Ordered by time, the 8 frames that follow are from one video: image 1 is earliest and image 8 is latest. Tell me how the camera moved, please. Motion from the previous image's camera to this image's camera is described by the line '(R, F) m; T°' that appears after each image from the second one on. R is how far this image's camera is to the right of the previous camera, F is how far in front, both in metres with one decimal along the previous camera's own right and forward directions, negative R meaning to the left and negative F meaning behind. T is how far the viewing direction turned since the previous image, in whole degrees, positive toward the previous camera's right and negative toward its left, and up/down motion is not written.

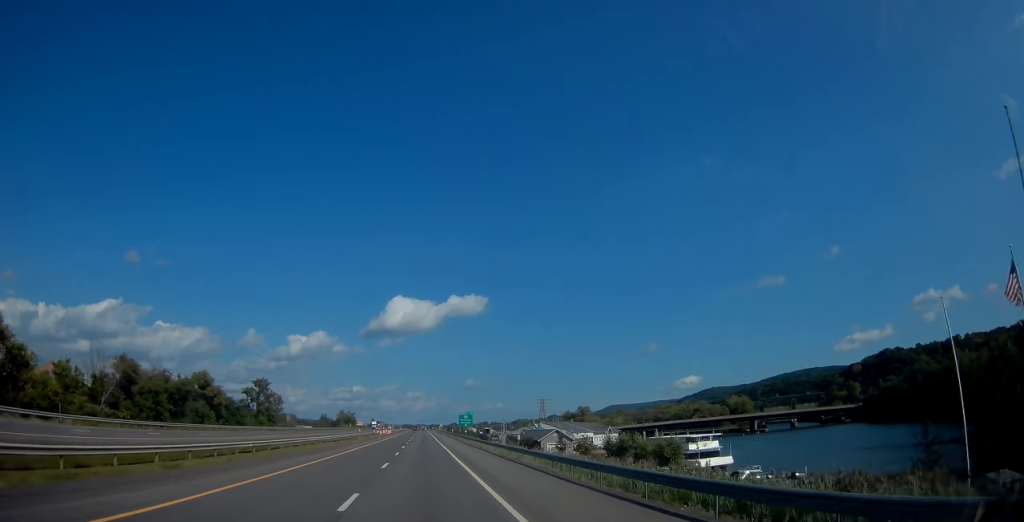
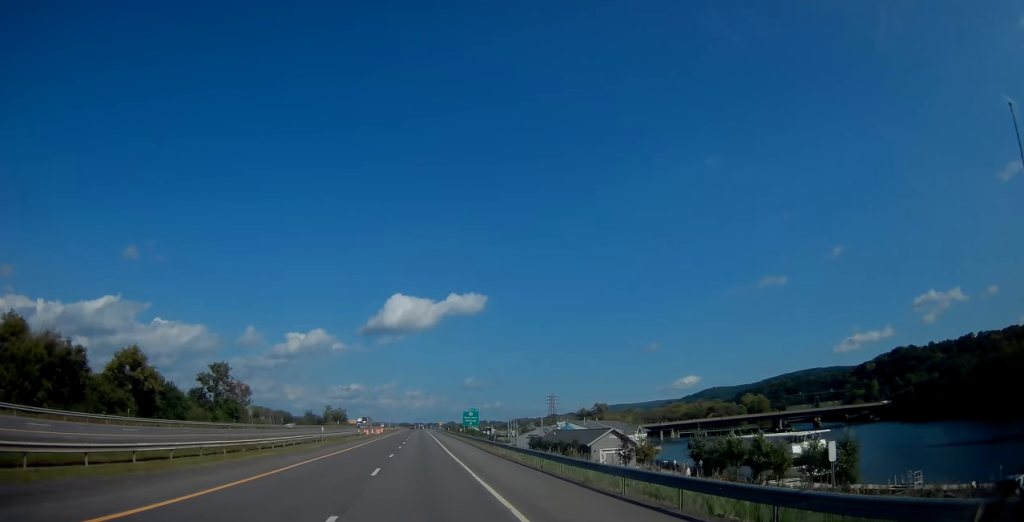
(0.0, +28.7) m; 0°
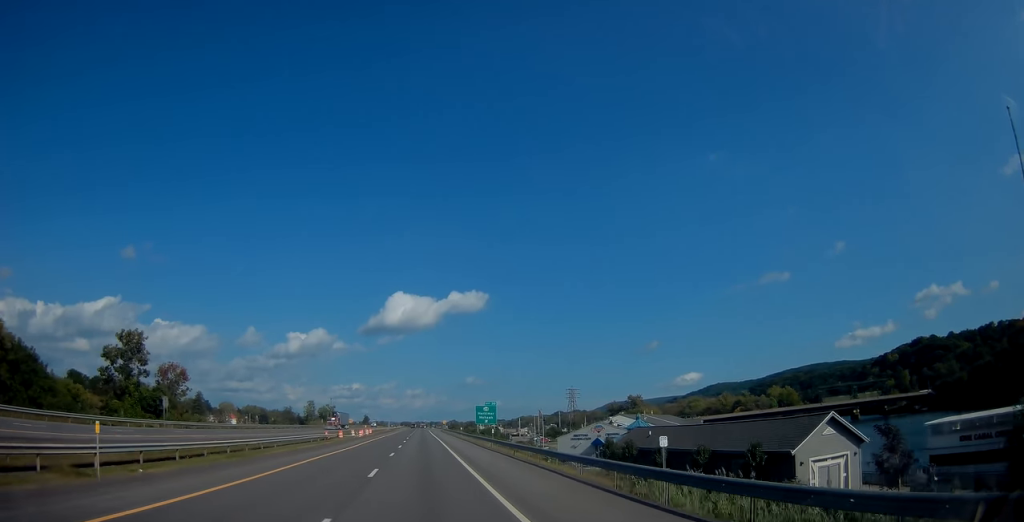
(0.0, +37.2) m; 0°
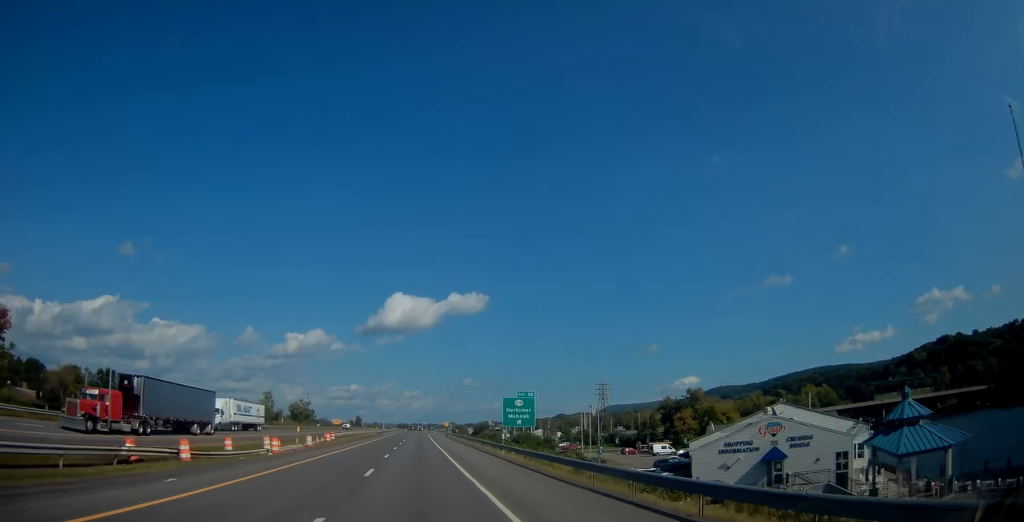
(+0.4, +47.7) m; +1°
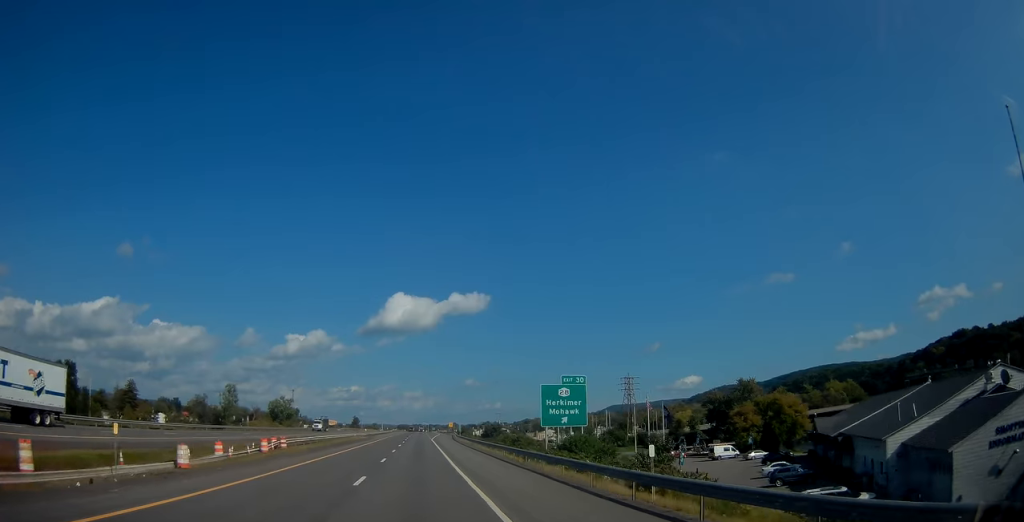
(+0.1, +26.7) m; 0°
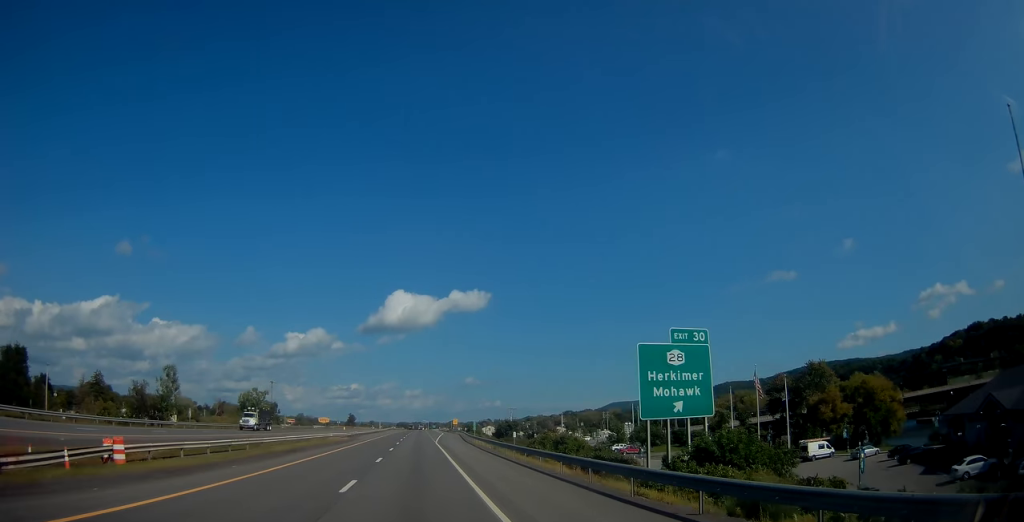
(-0.2, +26.8) m; -1°
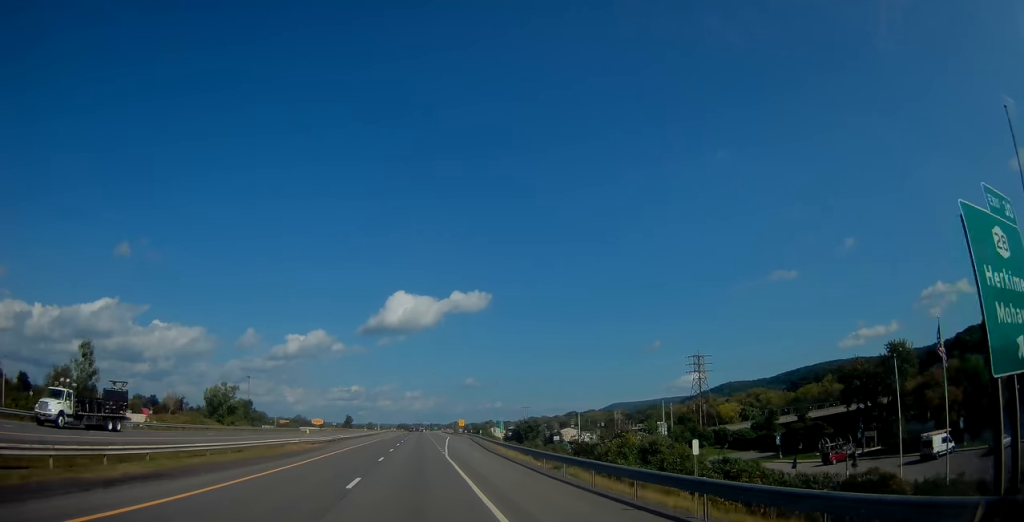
(0.0, +23.0) m; 0°
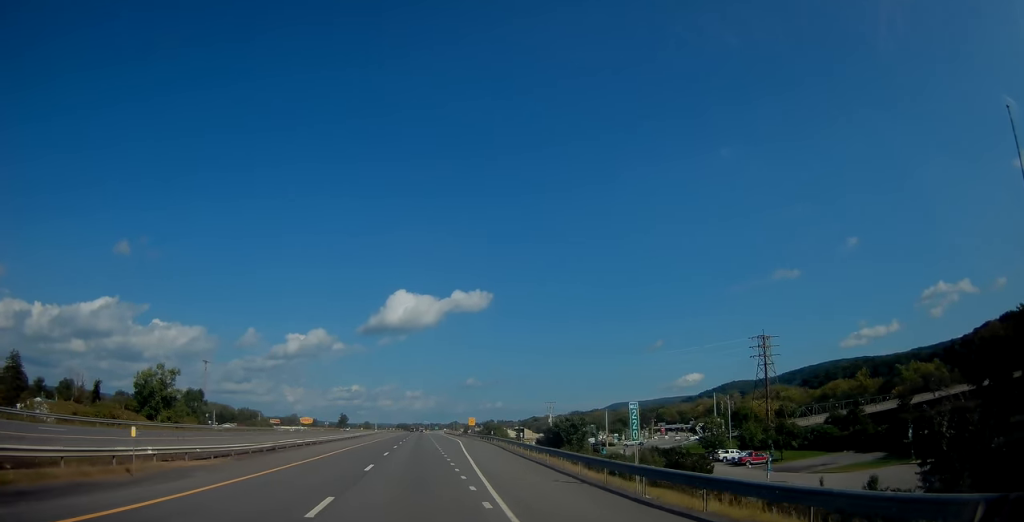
(0.0, +29.7) m; +1°
